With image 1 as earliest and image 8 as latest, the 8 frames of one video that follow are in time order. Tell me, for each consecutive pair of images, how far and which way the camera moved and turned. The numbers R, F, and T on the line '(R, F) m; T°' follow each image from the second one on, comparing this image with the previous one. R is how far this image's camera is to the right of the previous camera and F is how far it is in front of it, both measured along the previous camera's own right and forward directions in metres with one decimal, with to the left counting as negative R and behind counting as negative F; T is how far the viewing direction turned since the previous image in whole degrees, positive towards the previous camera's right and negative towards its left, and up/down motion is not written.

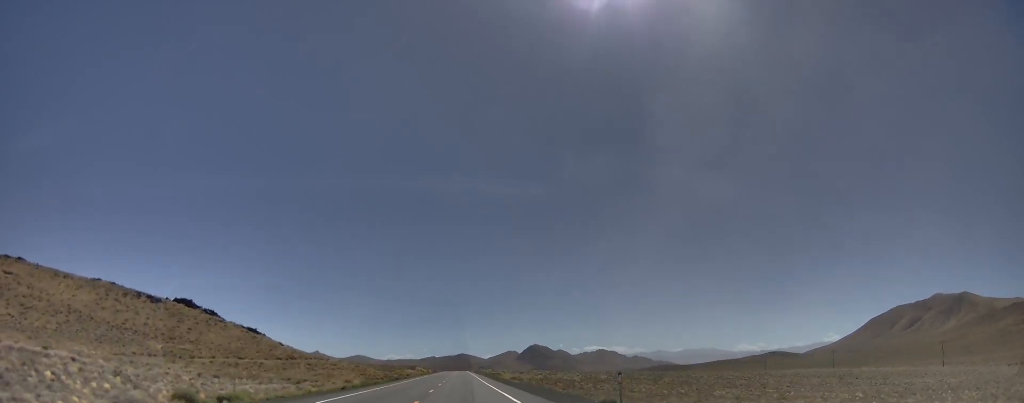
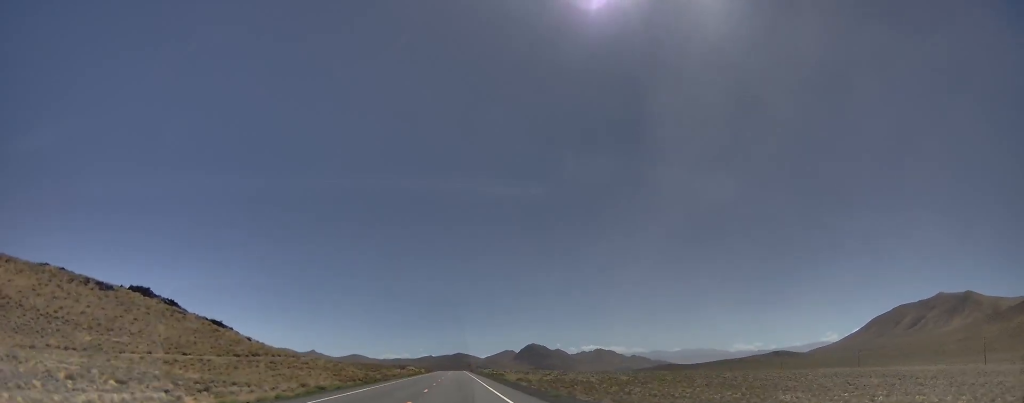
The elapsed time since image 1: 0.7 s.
(+0.4, +26.0) m; 0°
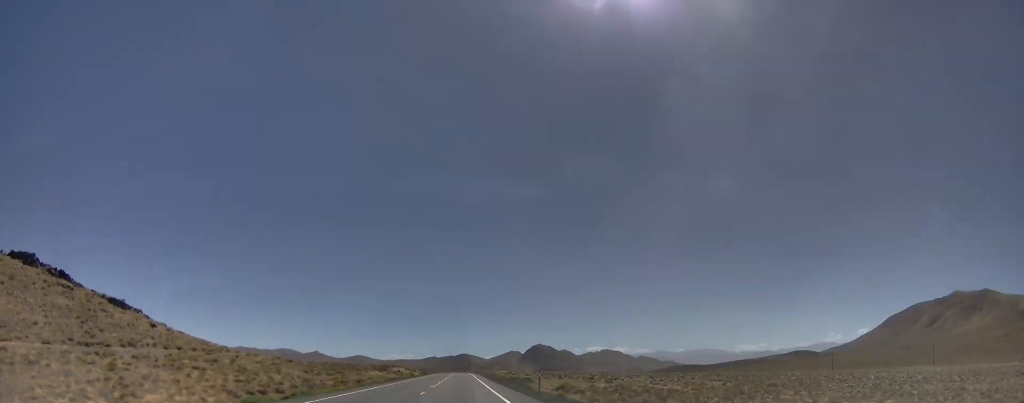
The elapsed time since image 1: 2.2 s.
(-0.7, +54.8) m; -2°
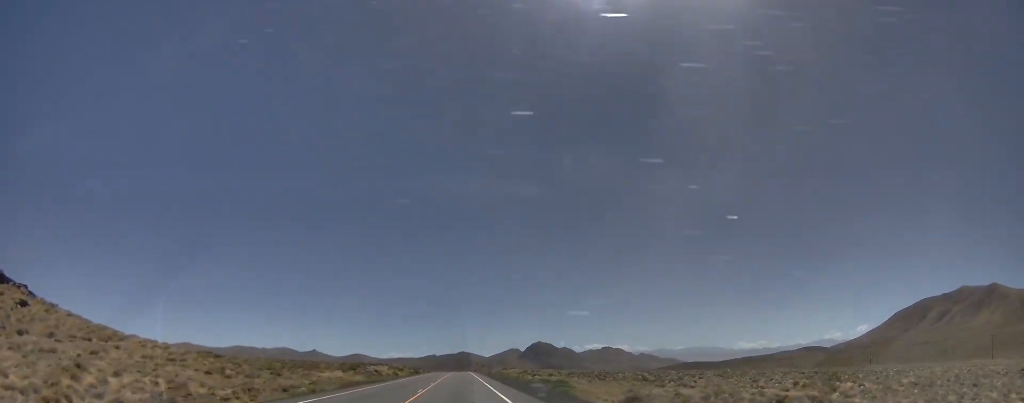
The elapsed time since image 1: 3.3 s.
(+0.2, +39.7) m; +1°
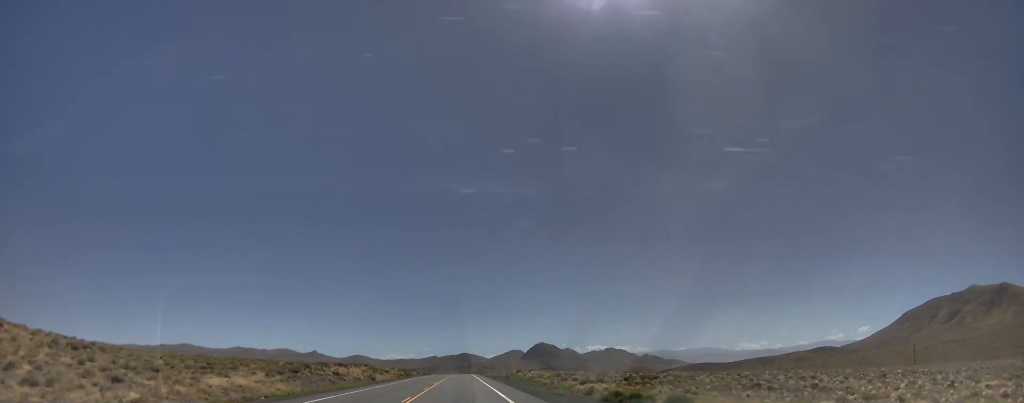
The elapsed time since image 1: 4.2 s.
(+0.5, +39.8) m; +1°
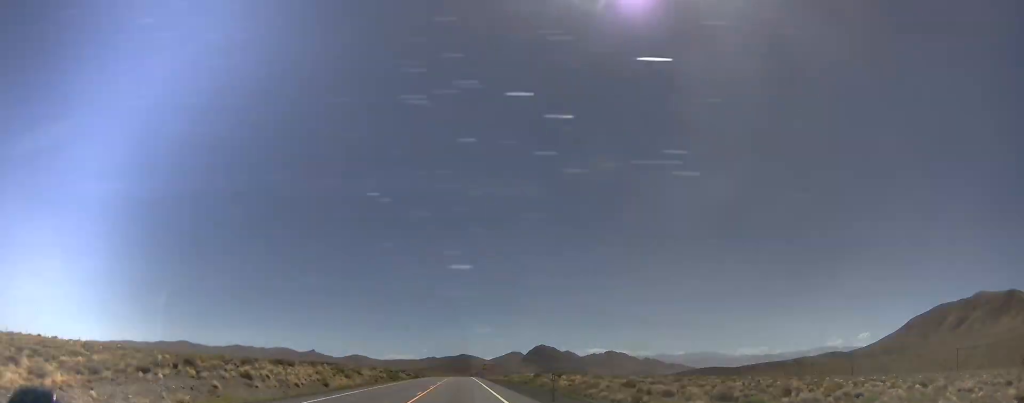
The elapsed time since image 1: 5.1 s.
(0.0, +33.0) m; -1°
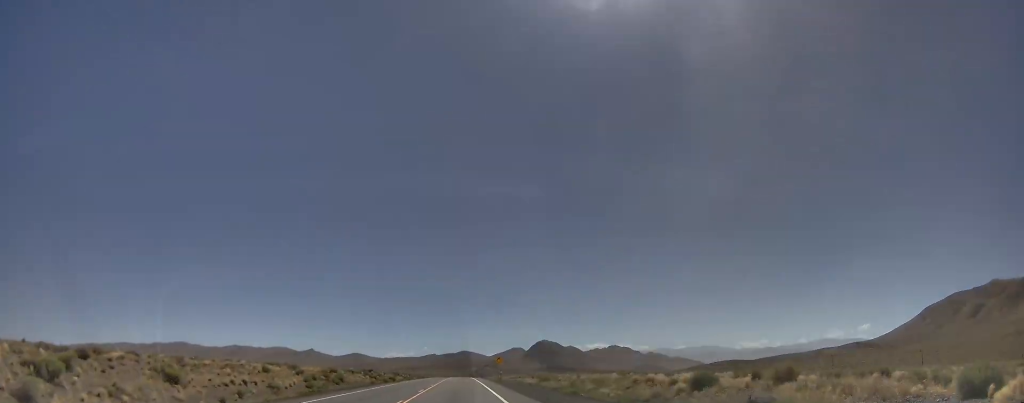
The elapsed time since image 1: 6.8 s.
(-1.0, +65.4) m; 0°
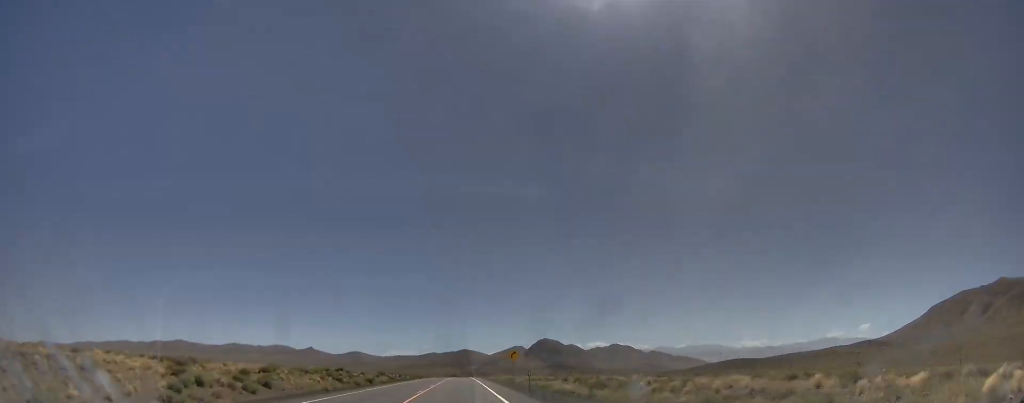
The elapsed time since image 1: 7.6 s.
(+0.2, +28.2) m; +1°
